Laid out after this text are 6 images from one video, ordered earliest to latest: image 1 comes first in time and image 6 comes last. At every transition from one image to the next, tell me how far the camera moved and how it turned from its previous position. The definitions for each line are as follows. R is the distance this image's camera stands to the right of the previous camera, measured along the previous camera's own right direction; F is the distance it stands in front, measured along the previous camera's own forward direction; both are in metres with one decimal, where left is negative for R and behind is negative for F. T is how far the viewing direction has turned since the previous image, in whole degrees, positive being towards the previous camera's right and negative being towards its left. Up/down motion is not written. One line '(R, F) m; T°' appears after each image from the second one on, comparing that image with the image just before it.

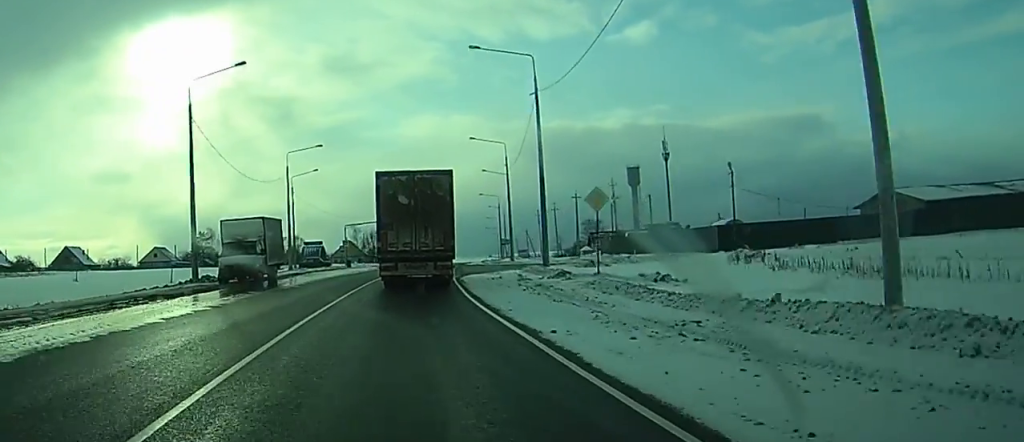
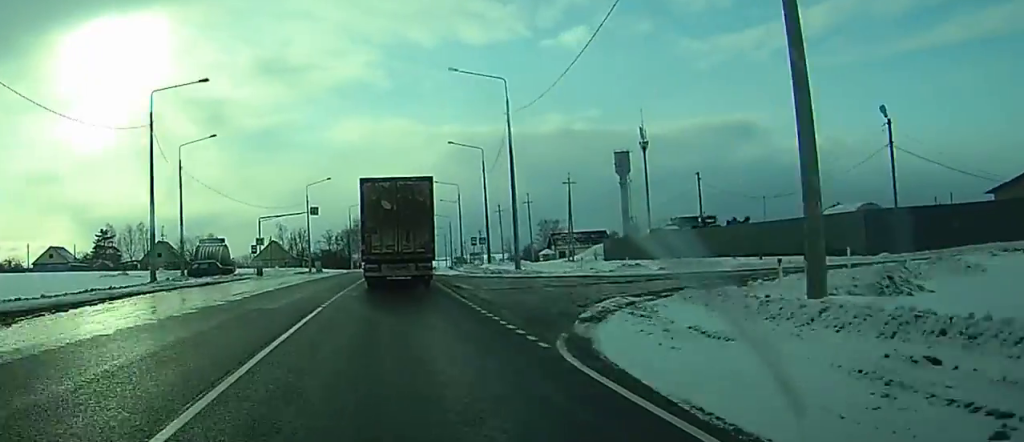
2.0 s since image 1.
(+0.2, +33.5) m; +1°
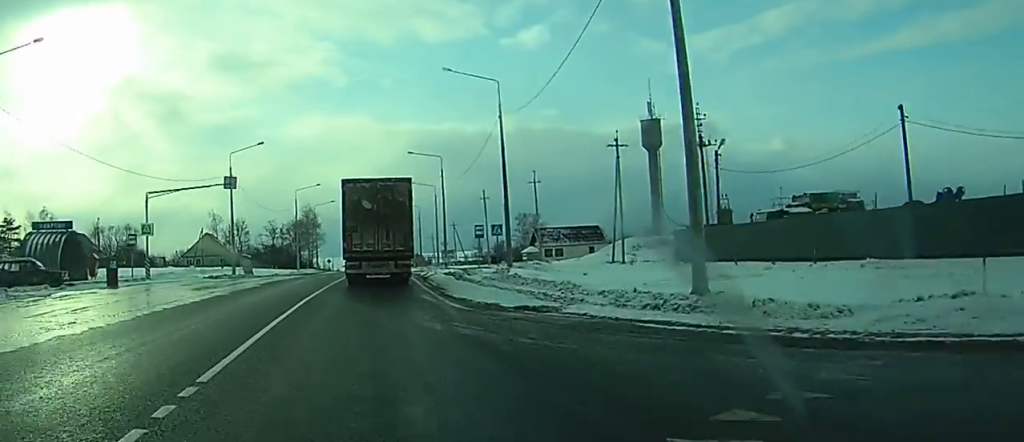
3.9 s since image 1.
(+1.2, +33.1) m; +4°
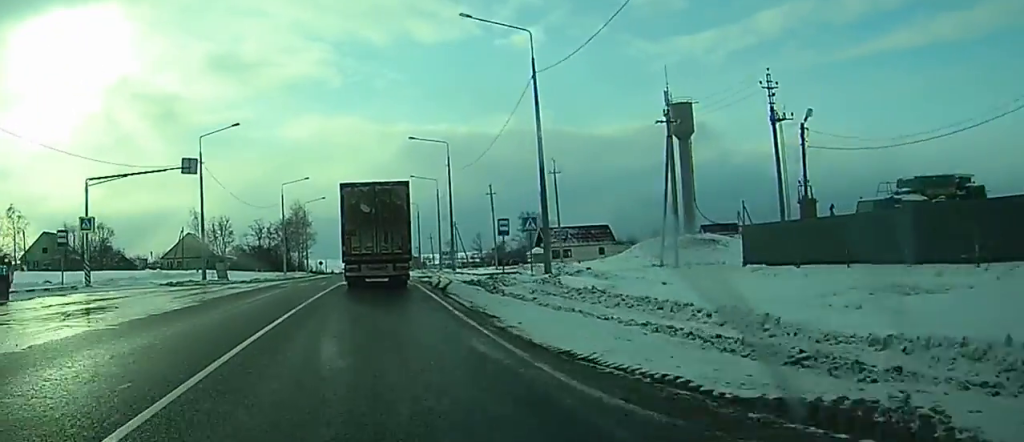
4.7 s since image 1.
(+0.1, +12.3) m; +1°
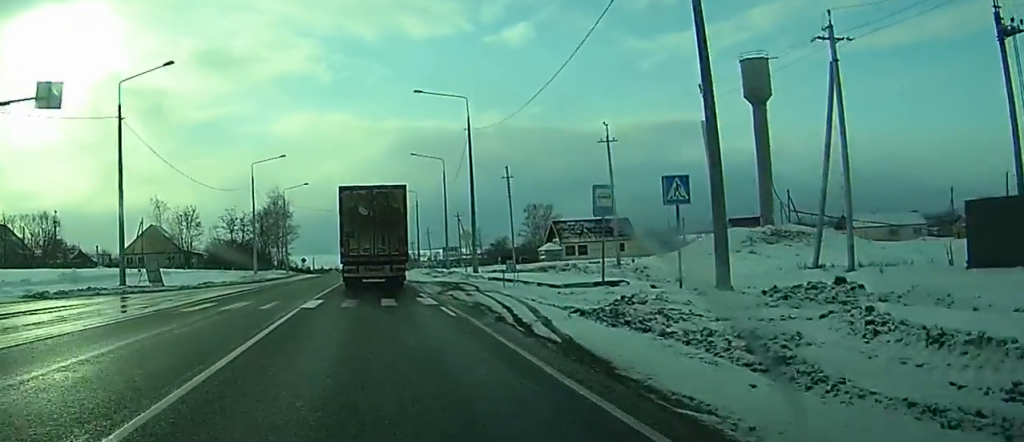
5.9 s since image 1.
(+0.4, +20.7) m; +1°
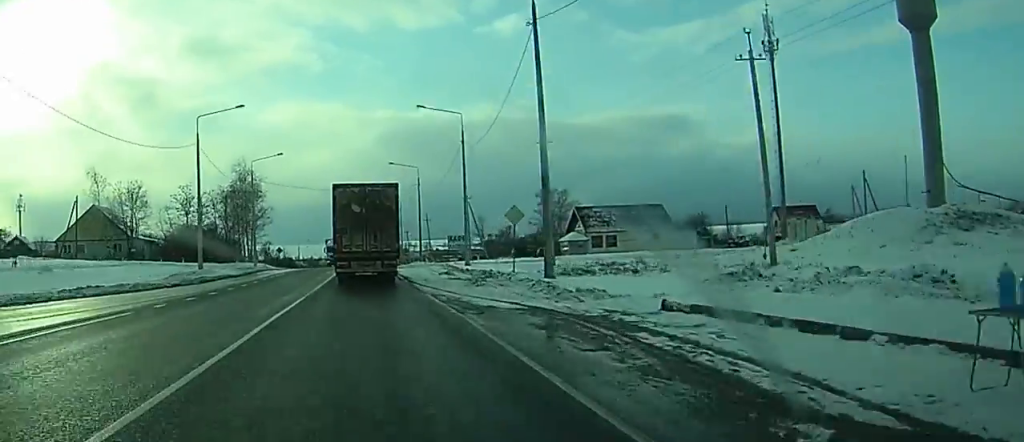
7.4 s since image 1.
(+0.1, +24.7) m; +1°
